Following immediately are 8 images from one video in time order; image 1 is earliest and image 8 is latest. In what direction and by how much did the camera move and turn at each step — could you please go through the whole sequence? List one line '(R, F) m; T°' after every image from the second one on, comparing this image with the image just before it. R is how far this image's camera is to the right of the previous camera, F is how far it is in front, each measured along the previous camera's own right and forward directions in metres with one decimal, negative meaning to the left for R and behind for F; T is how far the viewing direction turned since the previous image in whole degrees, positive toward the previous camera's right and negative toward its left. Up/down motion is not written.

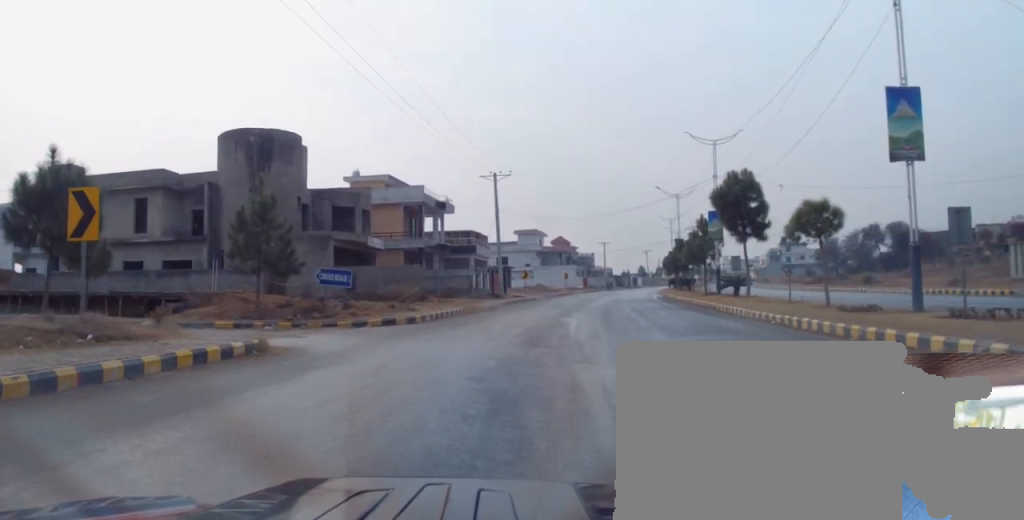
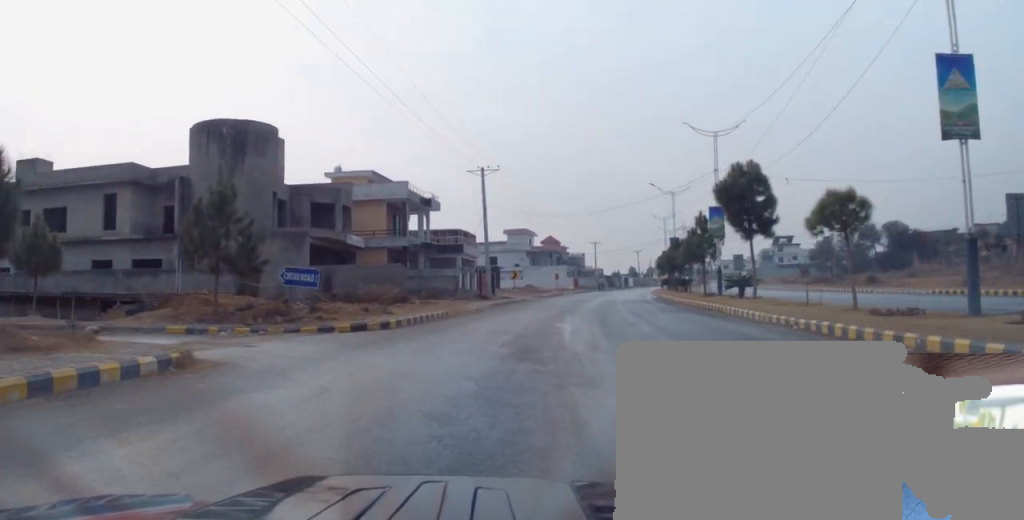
(-0.2, +3.0) m; 0°
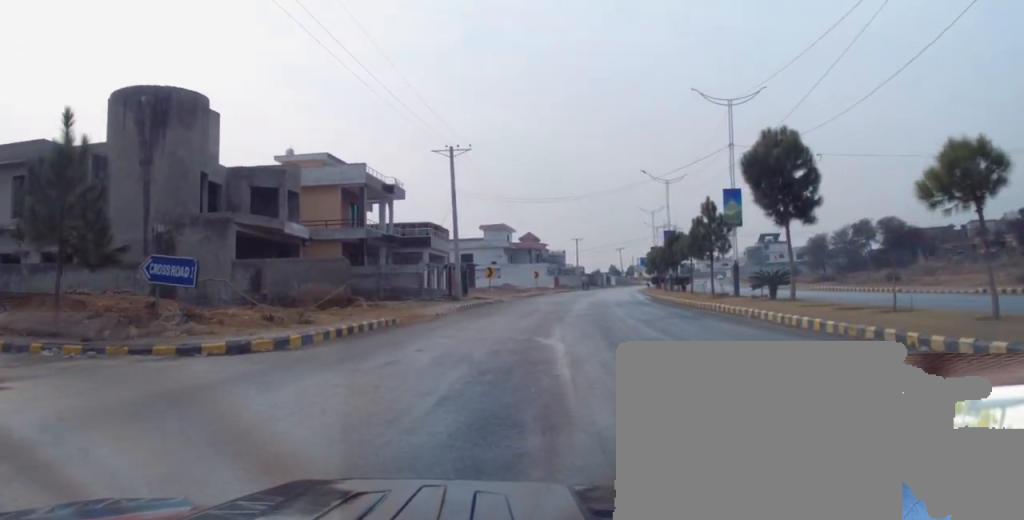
(+0.5, +7.7) m; +4°
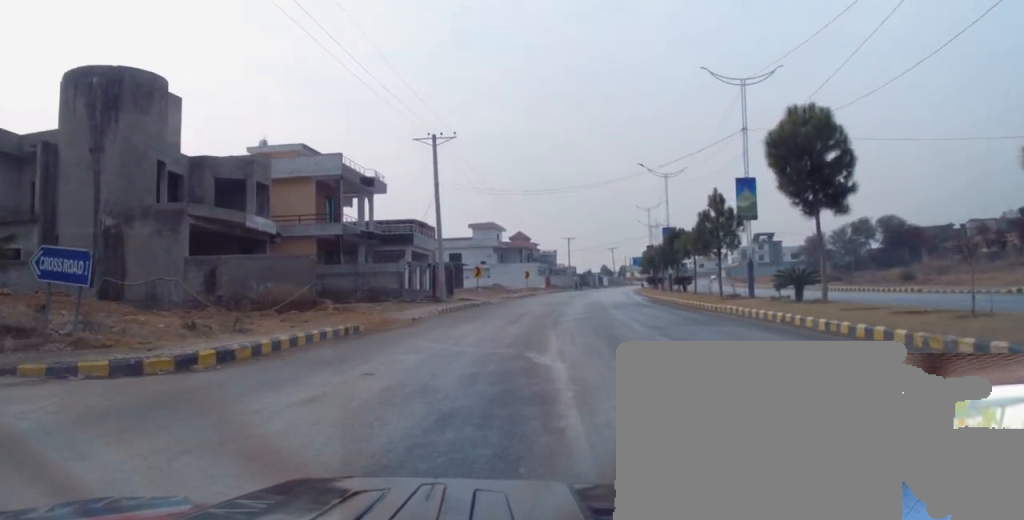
(0.0, +3.8) m; 0°
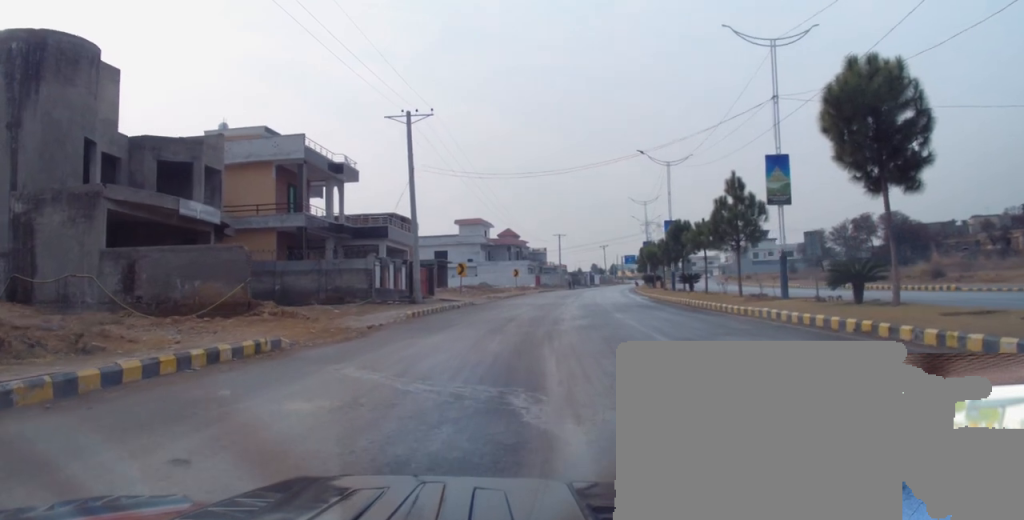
(0.0, +5.4) m; 0°
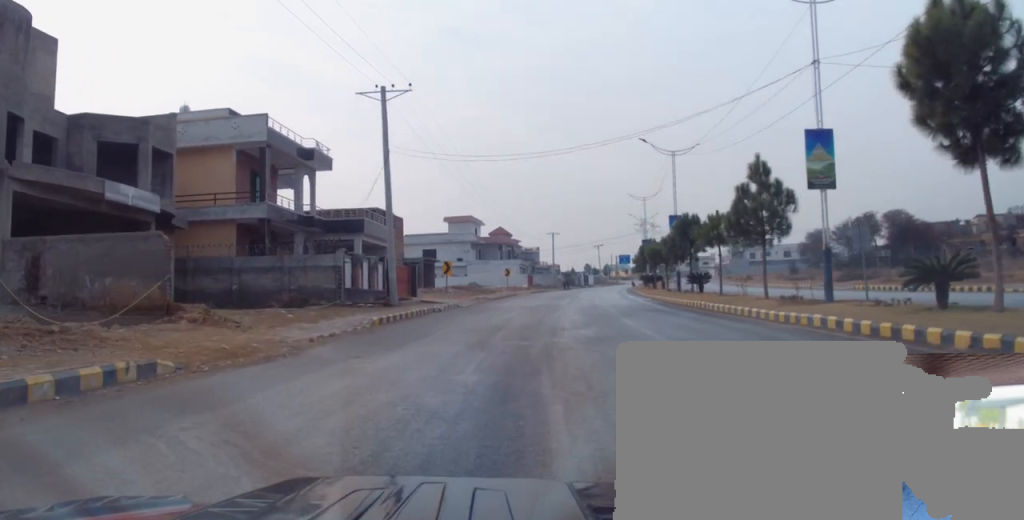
(0.0, +4.8) m; 0°
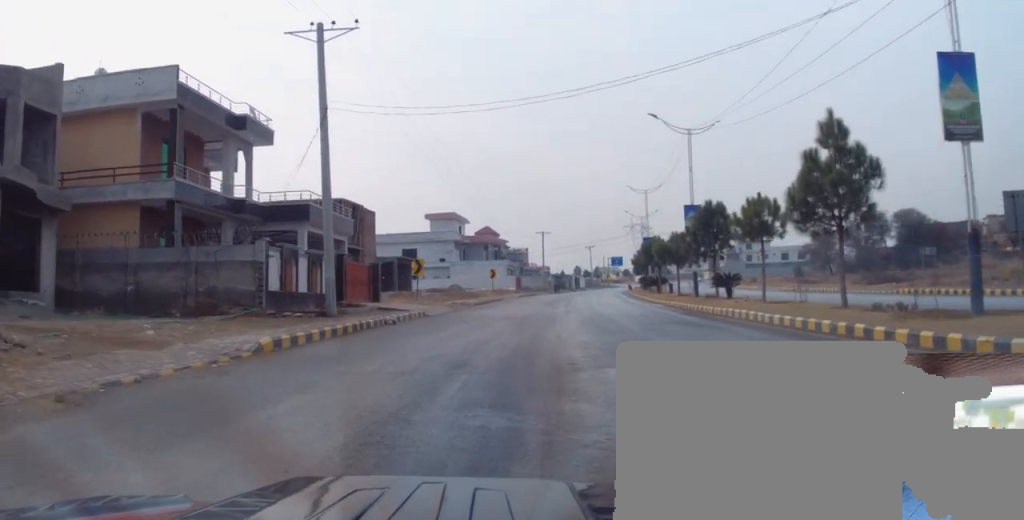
(0.0, +8.3) m; 0°
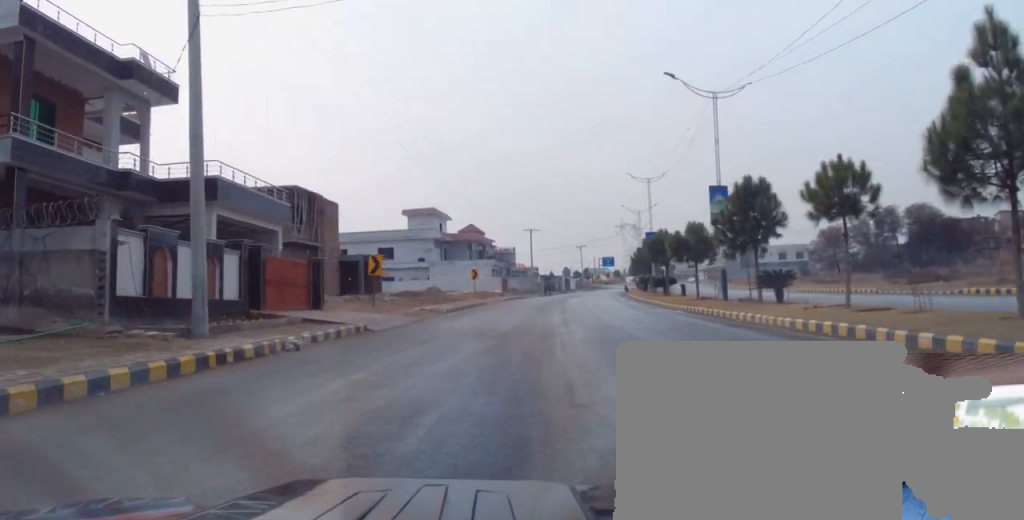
(0.0, +8.6) m; +1°
